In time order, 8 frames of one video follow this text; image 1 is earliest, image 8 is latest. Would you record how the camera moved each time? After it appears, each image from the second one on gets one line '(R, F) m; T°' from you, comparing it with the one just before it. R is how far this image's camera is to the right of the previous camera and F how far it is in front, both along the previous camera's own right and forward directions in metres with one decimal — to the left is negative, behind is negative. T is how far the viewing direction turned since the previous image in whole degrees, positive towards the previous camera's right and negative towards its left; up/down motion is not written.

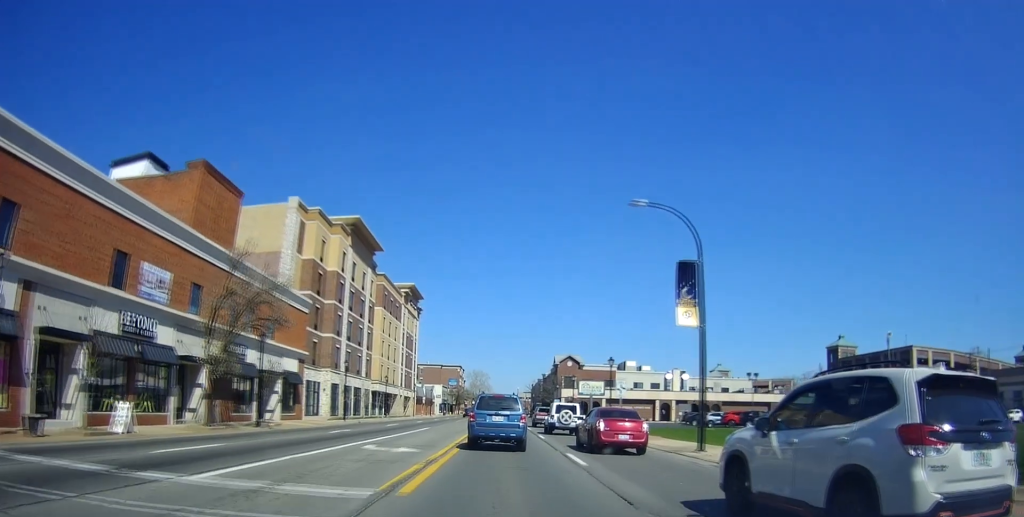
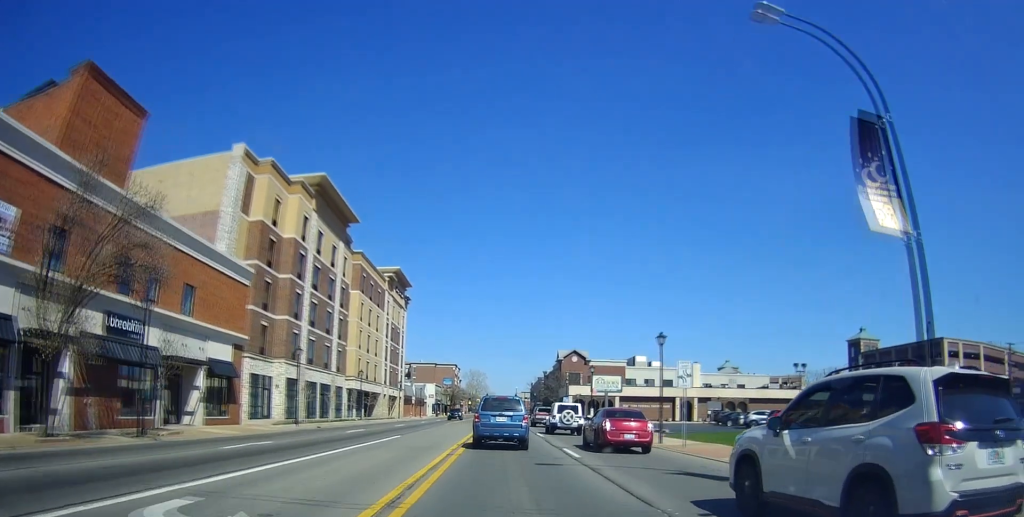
(-0.6, +12.5) m; 0°
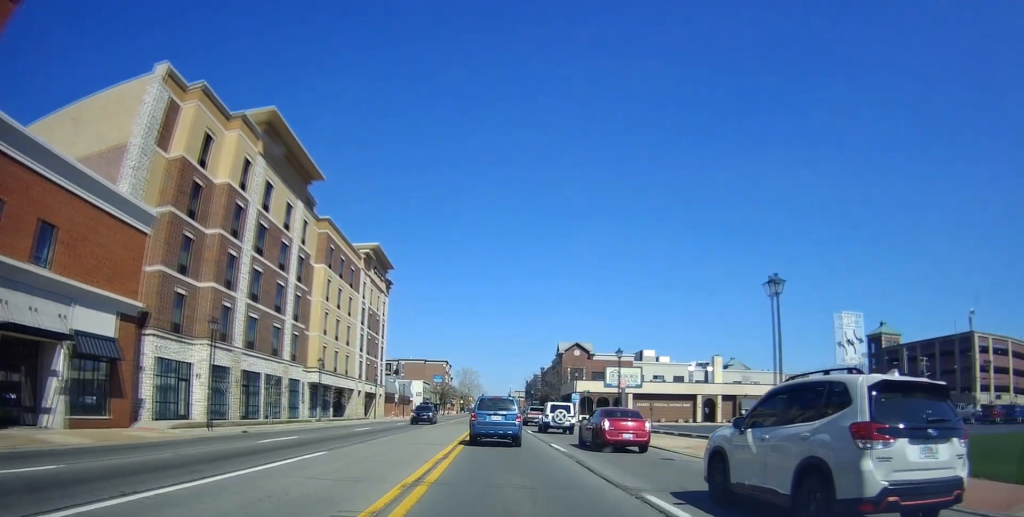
(+0.7, +12.4) m; +2°
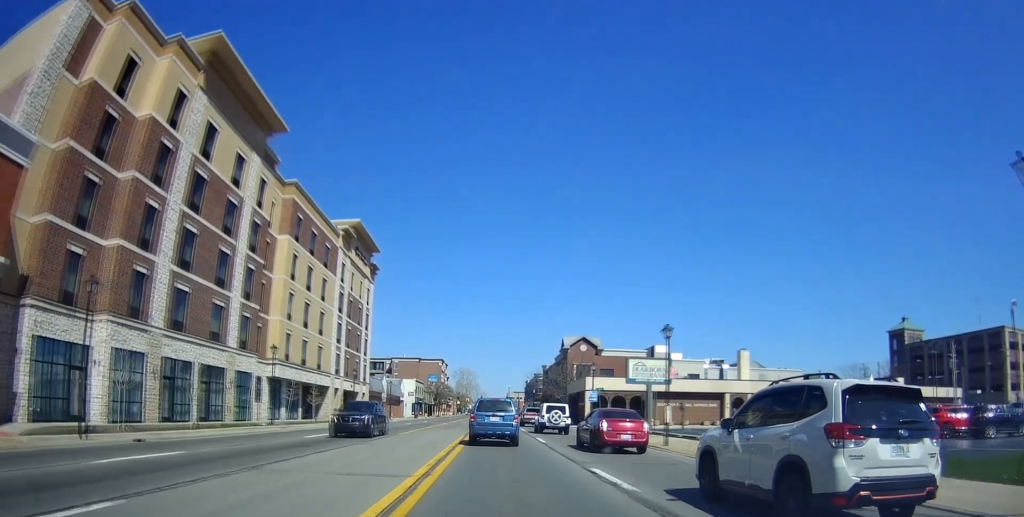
(0.0, +9.4) m; -2°
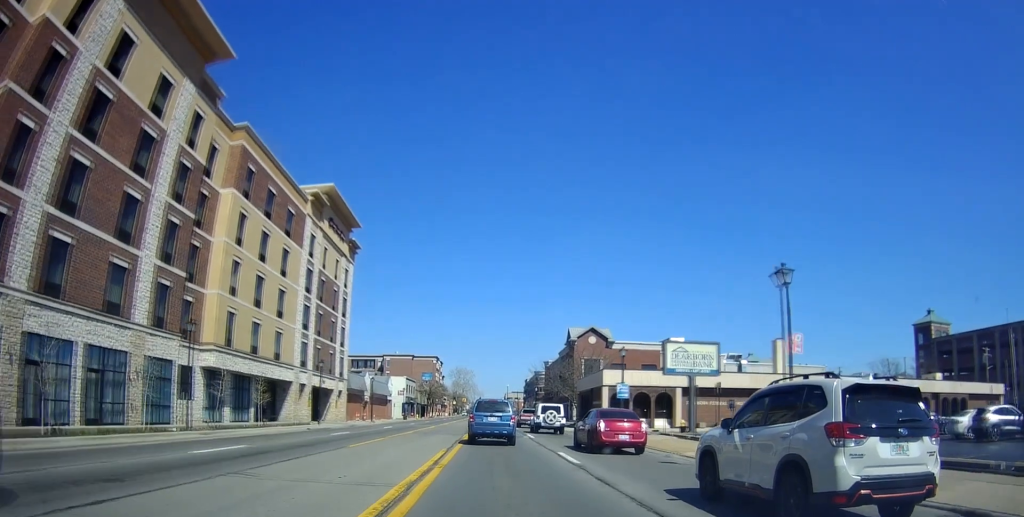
(-0.4, +10.1) m; +1°
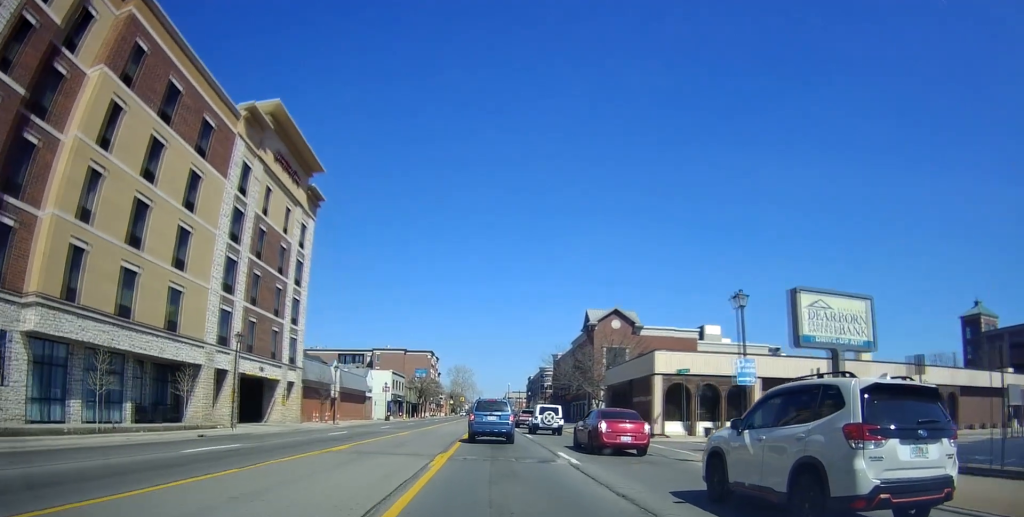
(+0.7, +15.6) m; +1°
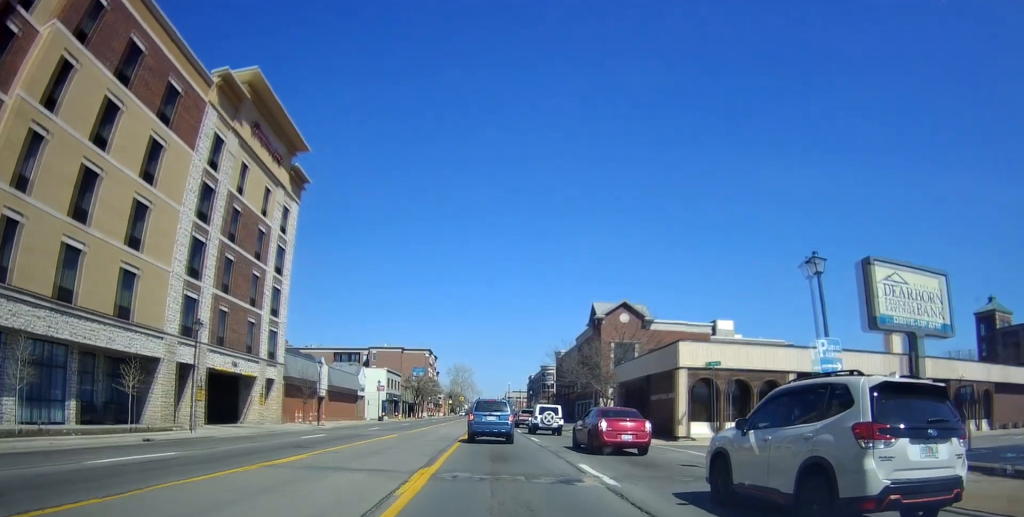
(-0.1, +4.5) m; -1°
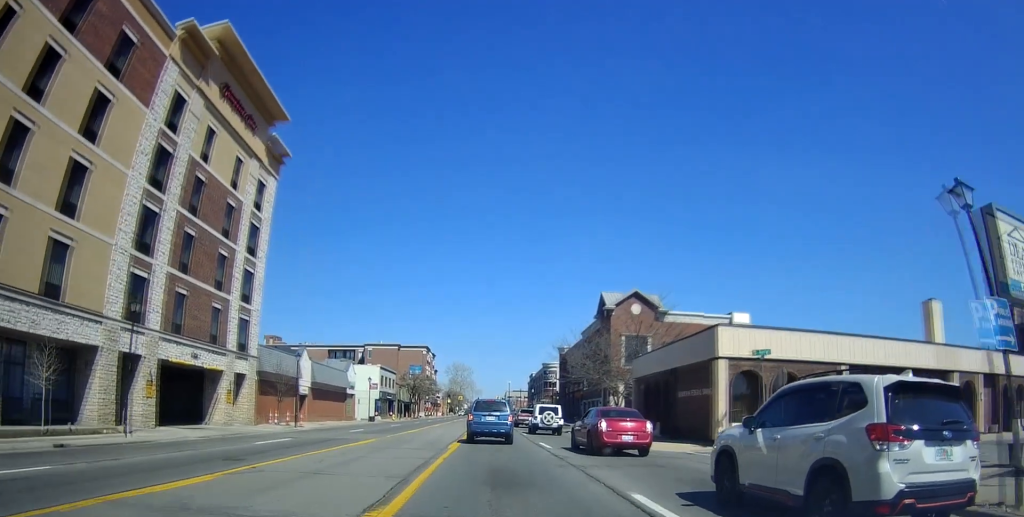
(0.0, +5.3) m; 0°
